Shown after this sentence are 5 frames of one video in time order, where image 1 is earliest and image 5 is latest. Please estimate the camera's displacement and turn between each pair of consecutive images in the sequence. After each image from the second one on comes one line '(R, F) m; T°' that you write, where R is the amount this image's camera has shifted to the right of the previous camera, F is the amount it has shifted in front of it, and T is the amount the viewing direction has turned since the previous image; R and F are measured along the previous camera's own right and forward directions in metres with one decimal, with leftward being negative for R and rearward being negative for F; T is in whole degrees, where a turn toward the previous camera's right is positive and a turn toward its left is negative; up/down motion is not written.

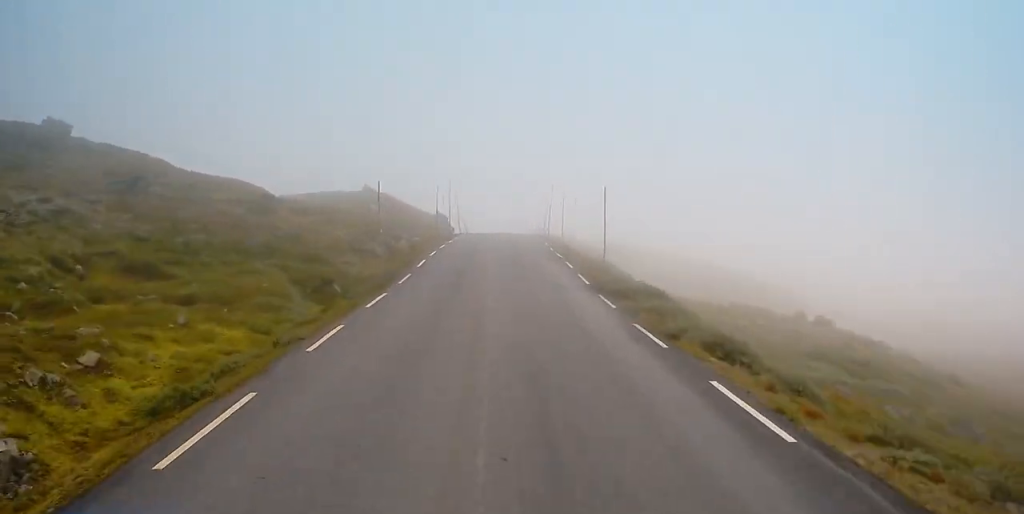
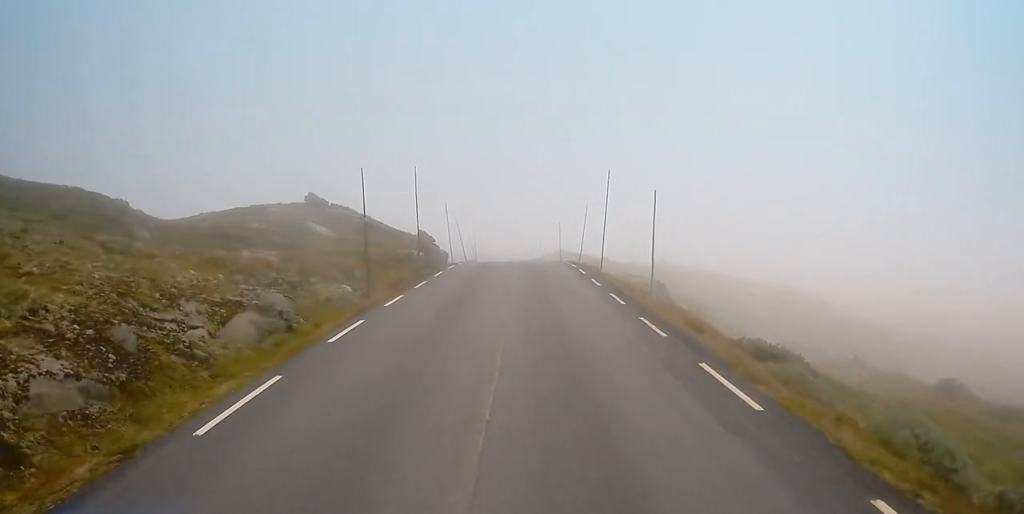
(-0.3, +28.8) m; -2°
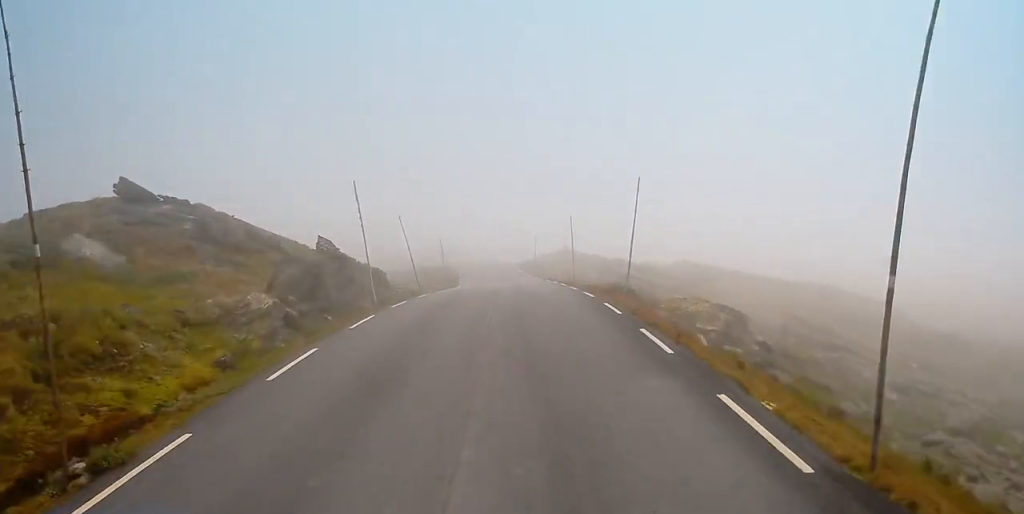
(+0.8, +26.4) m; +2°
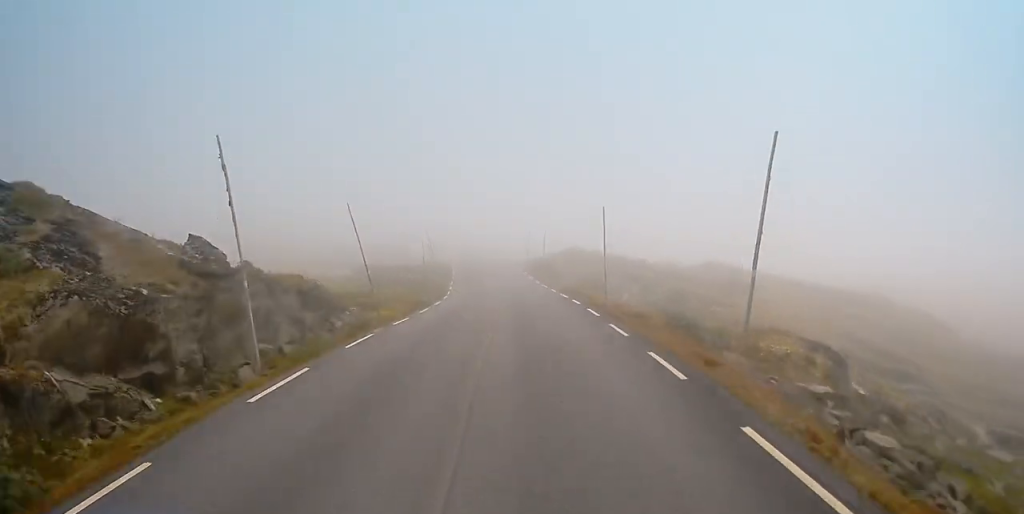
(+0.1, +13.3) m; 0°
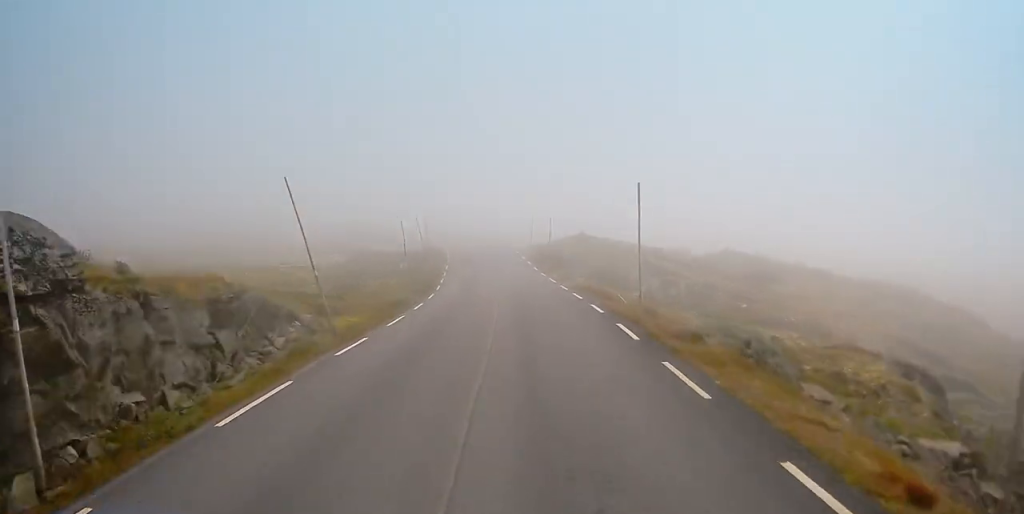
(+0.1, +7.5) m; -1°
